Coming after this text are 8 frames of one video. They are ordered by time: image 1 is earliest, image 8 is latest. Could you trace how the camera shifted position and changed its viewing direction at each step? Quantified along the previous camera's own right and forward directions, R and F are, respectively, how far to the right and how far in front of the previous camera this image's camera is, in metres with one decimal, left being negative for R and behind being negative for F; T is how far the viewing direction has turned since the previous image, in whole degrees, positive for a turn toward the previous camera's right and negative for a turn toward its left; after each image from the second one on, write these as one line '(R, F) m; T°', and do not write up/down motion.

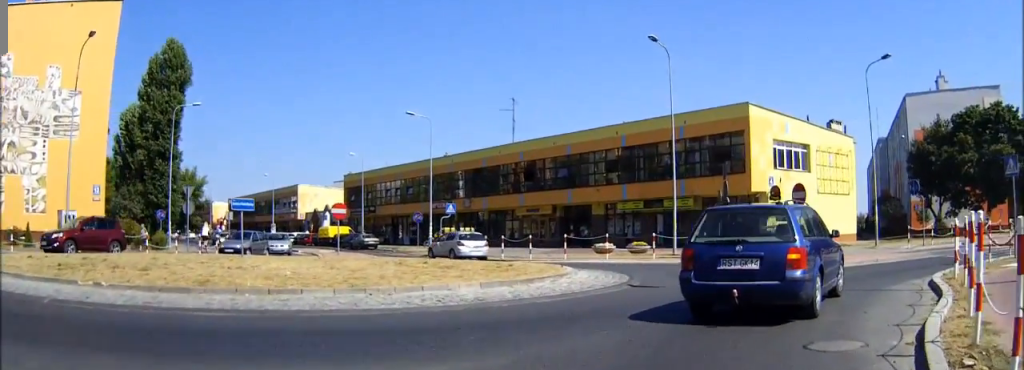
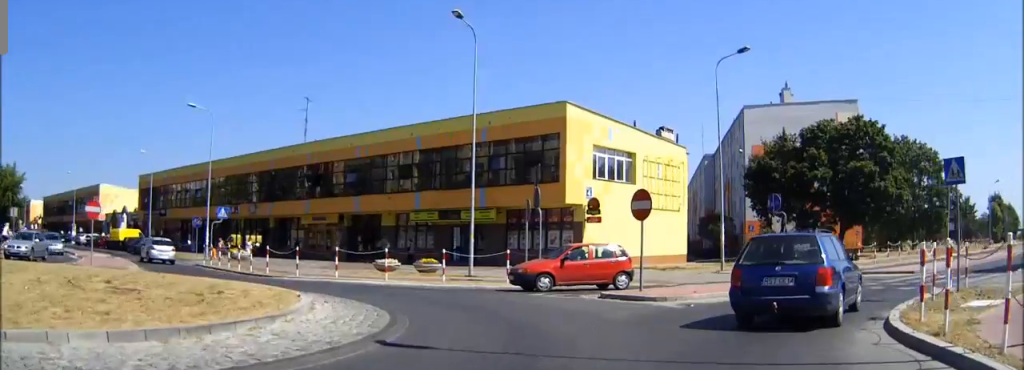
(+0.6, +6.5) m; +13°
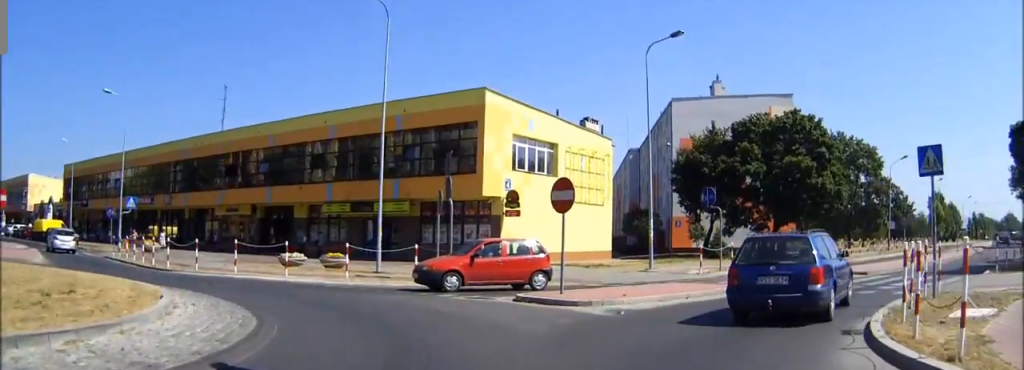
(+0.1, +2.3) m; +4°
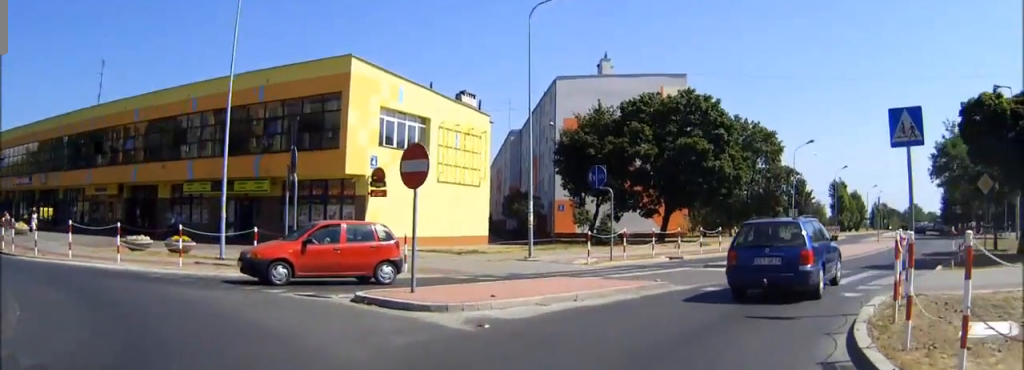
(+0.1, +3.8) m; +6°
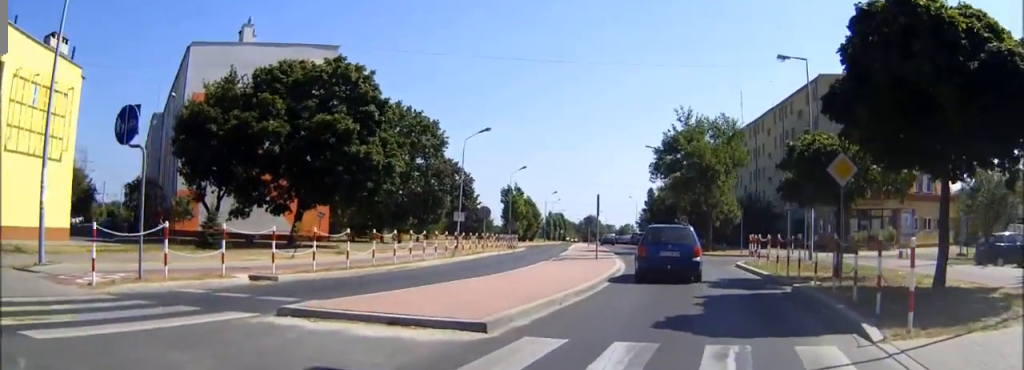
(+2.7, +12.9) m; +25°
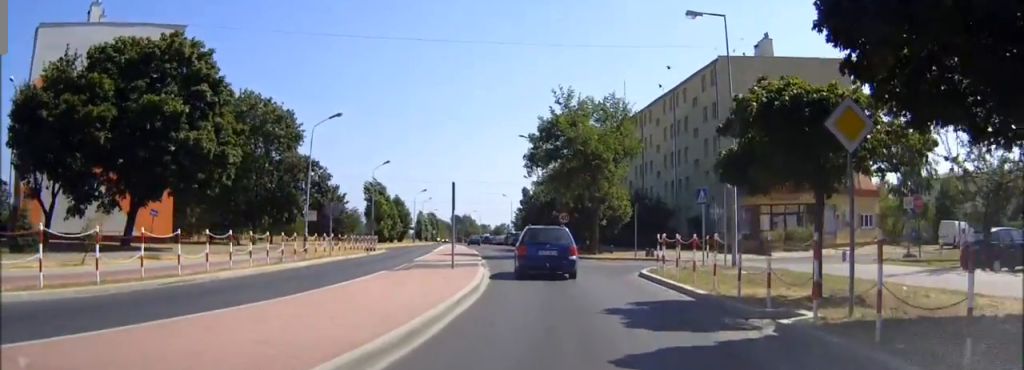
(+0.8, +7.2) m; +9°
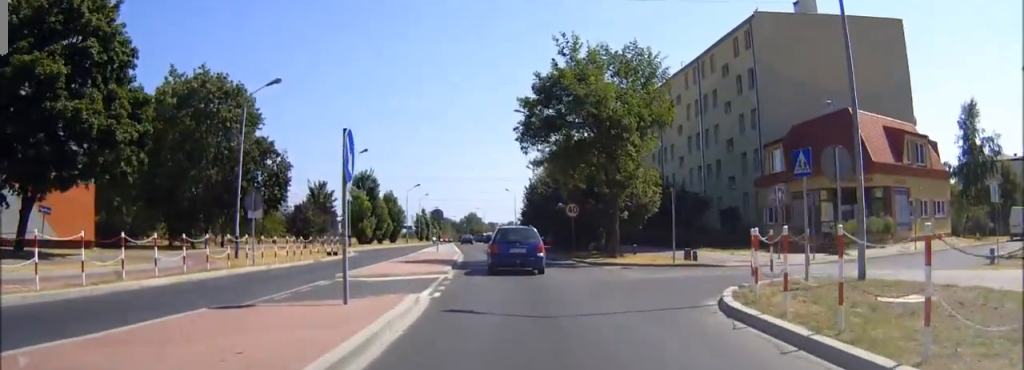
(+0.5, +11.5) m; +2°
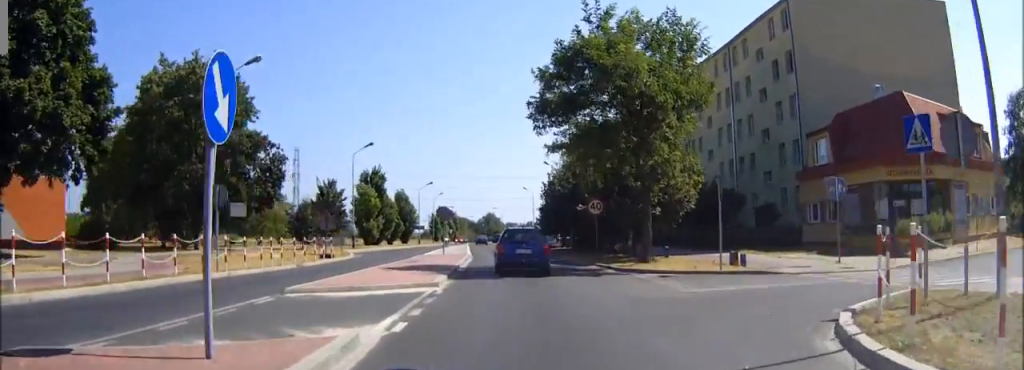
(0.0, +5.0) m; 0°
